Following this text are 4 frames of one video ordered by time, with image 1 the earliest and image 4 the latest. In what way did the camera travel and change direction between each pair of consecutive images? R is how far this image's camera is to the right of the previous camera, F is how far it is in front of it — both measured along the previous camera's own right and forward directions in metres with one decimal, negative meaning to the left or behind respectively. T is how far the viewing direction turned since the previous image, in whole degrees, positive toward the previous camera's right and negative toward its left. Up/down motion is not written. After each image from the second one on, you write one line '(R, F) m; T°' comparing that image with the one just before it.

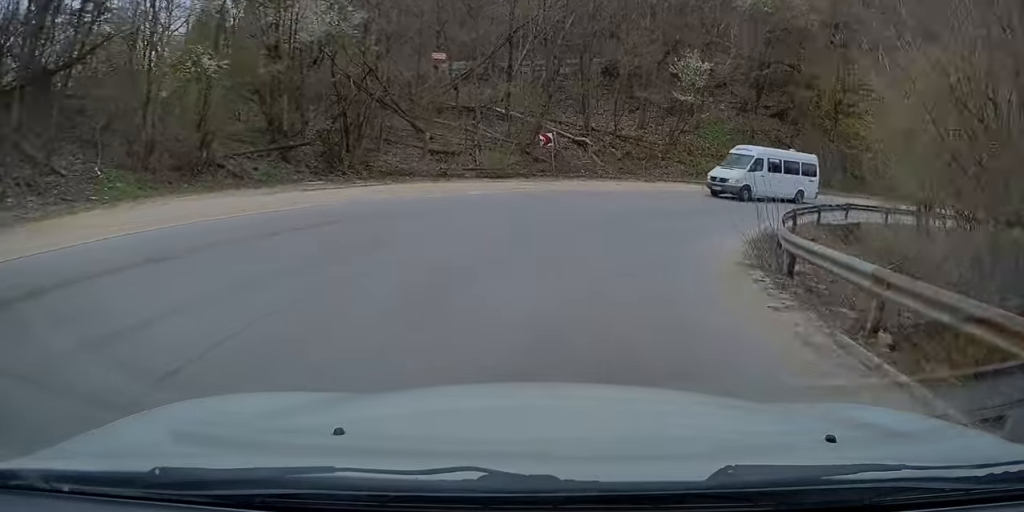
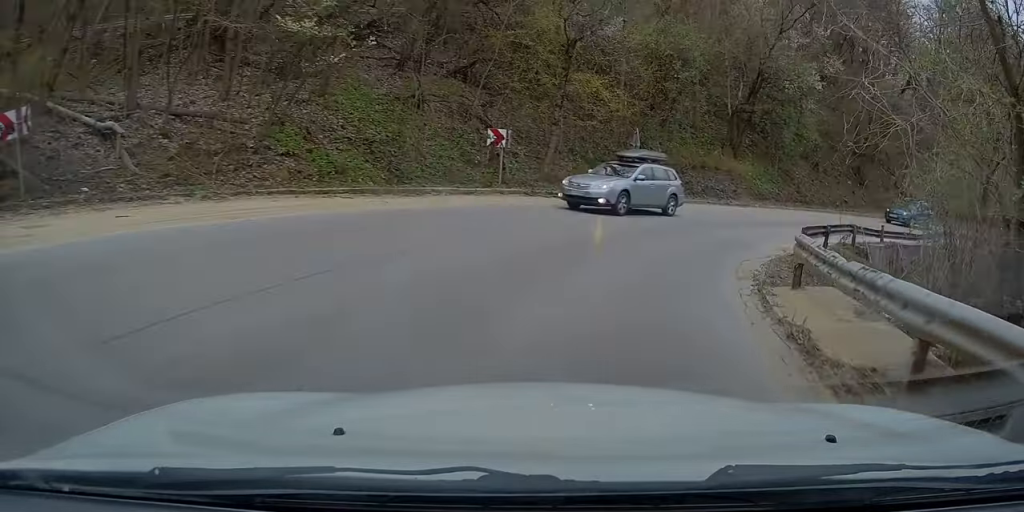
(+4.7, +16.9) m; +31°
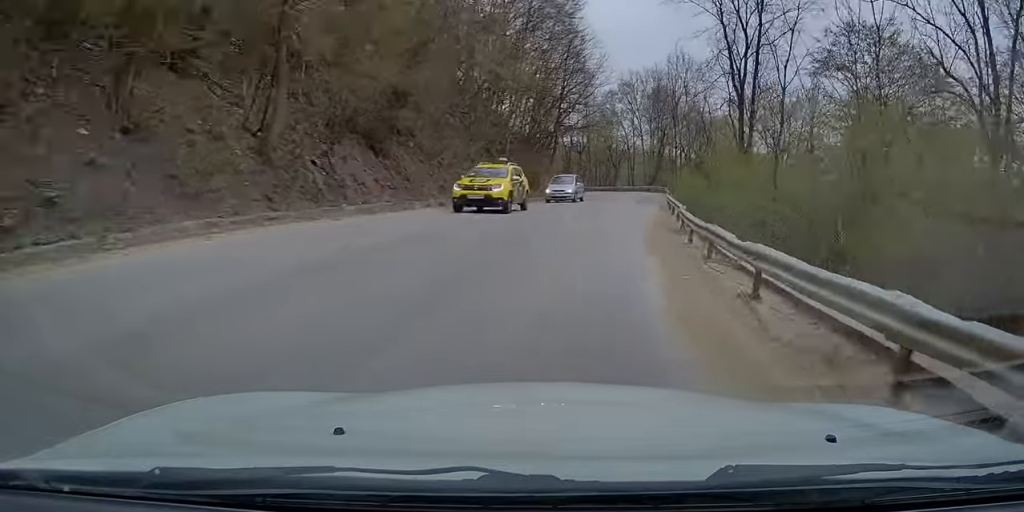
(+15.1, +29.1) m; +47°
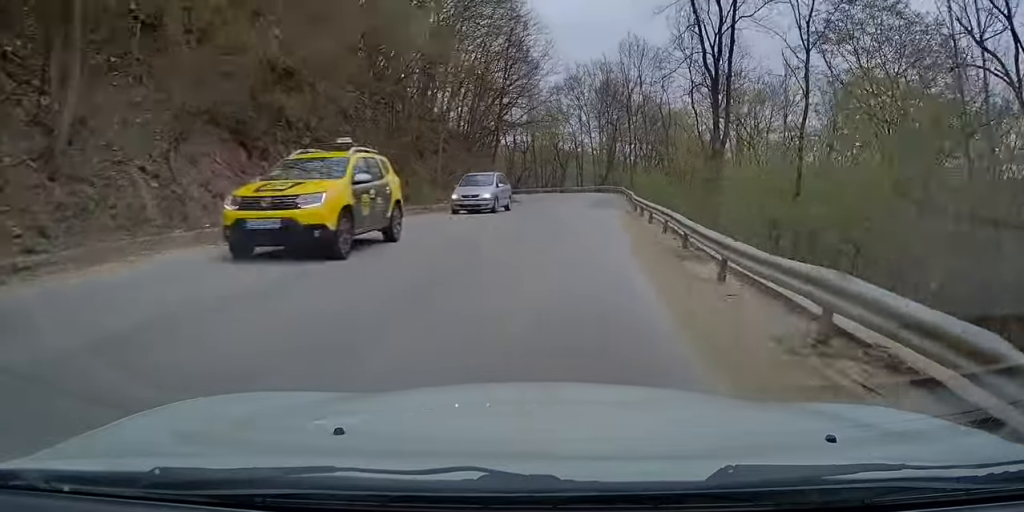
(+0.5, +6.6) m; +5°
